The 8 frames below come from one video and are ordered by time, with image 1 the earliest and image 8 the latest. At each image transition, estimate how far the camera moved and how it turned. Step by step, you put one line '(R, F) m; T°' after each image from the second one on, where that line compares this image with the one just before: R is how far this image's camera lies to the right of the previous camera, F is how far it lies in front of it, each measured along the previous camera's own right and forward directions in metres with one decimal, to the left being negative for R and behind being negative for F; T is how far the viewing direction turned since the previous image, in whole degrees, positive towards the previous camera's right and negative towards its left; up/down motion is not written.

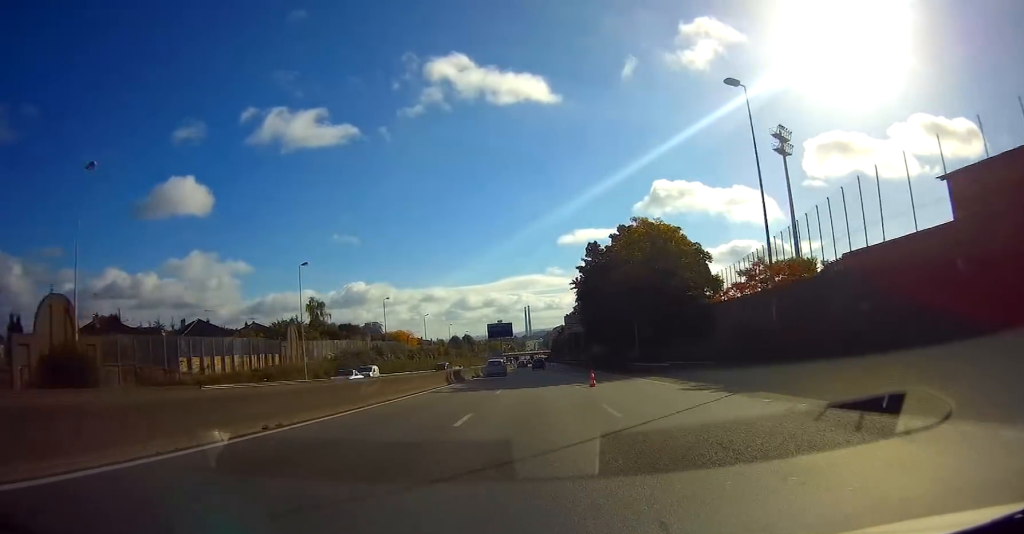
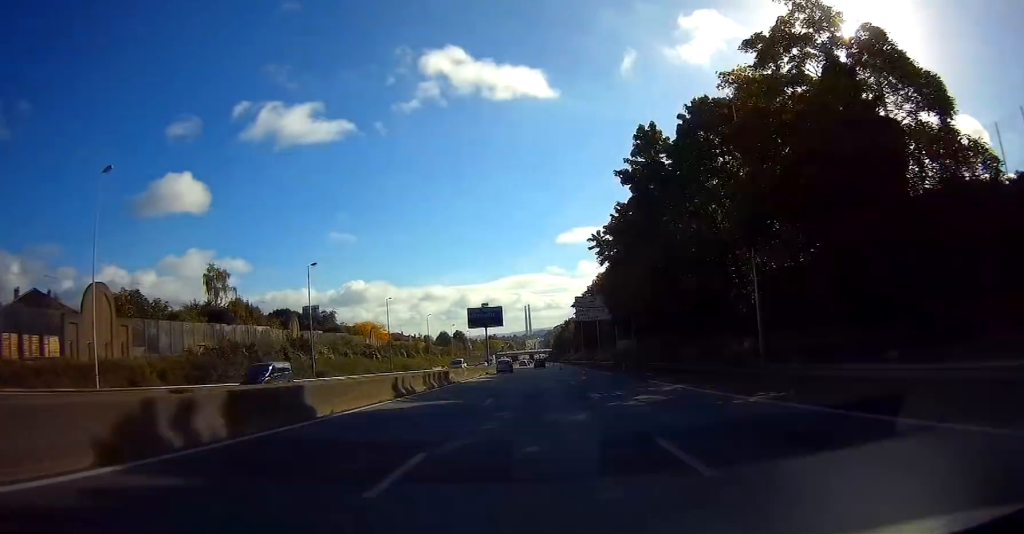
(+0.2, +33.5) m; 0°
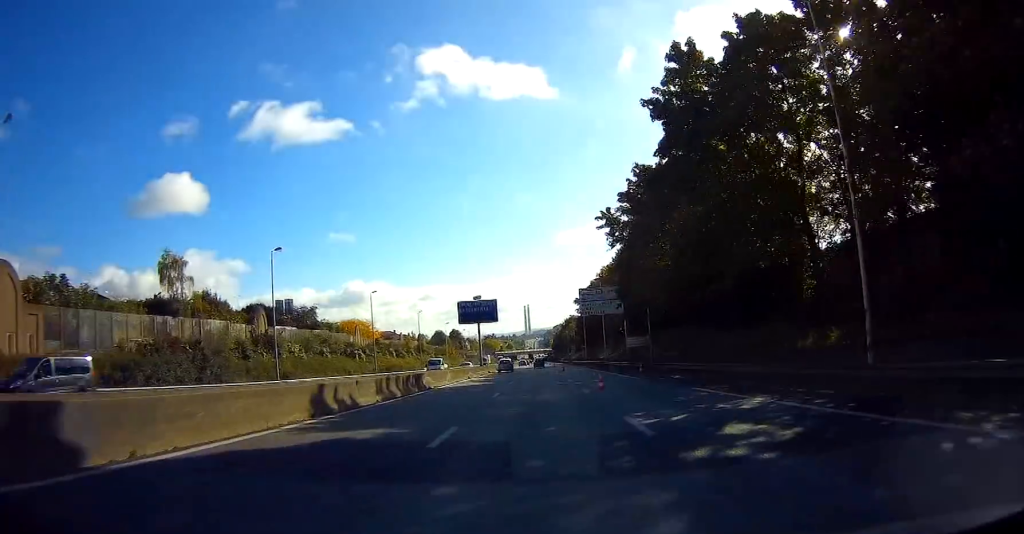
(-0.1, +9.5) m; -1°
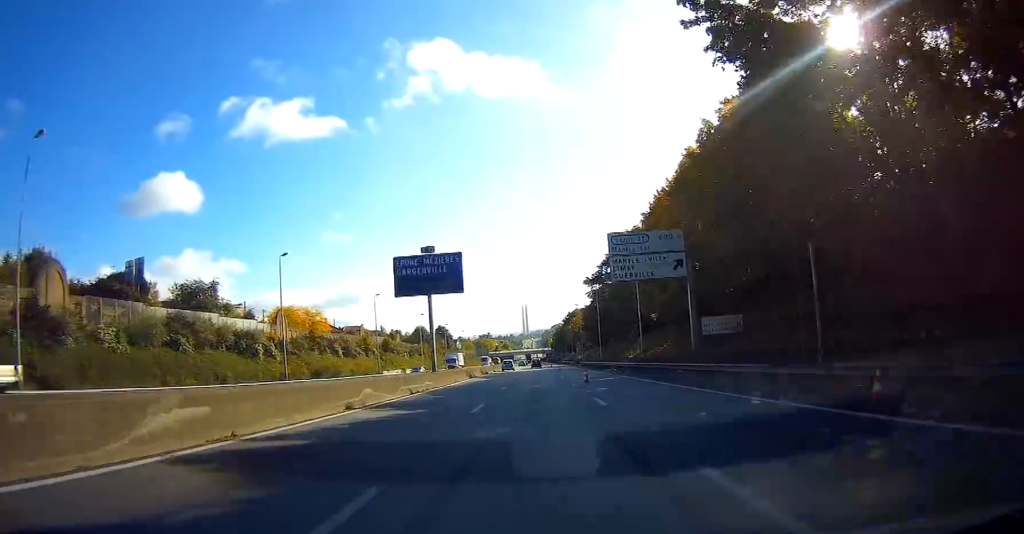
(-0.2, +32.8) m; 0°
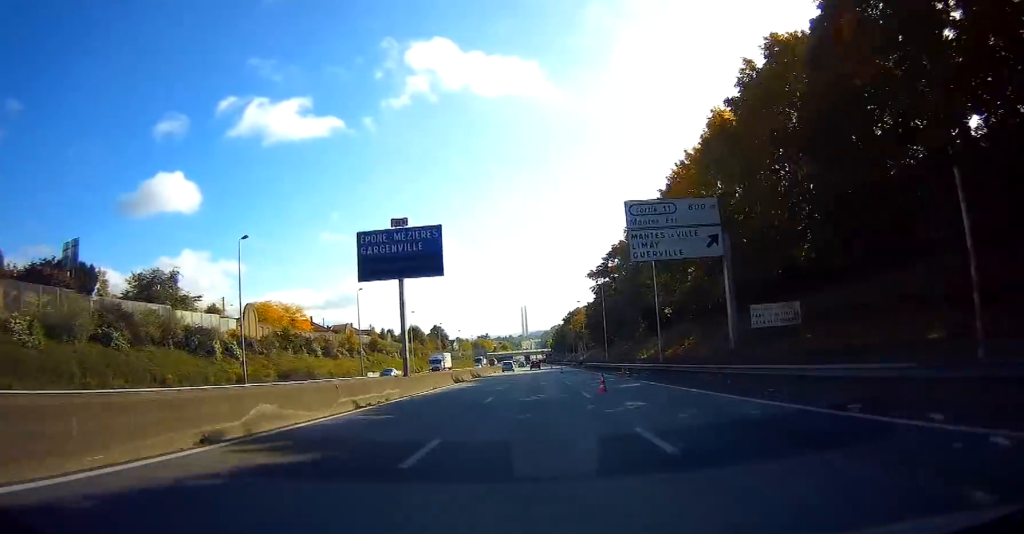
(0.0, +8.7) m; 0°
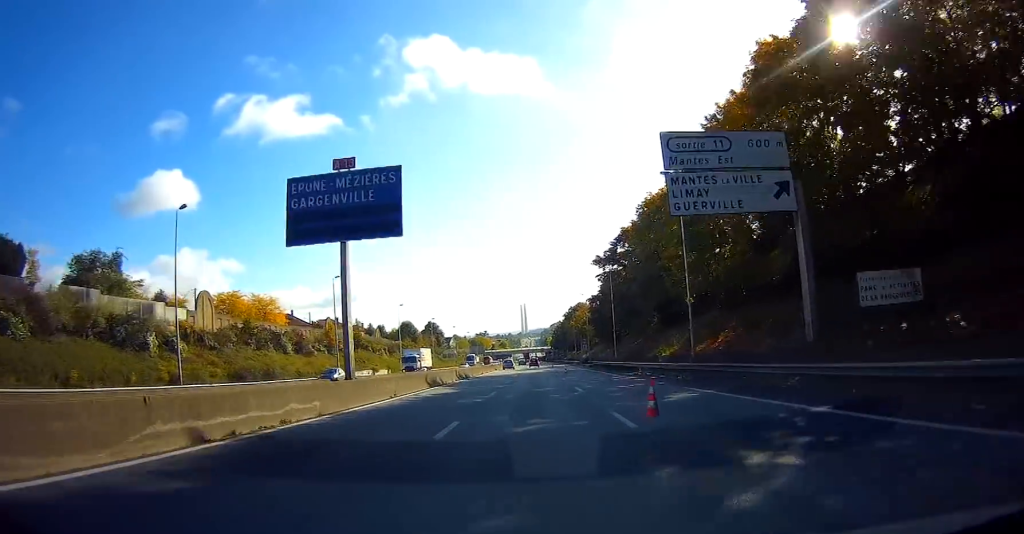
(0.0, +10.2) m; 0°
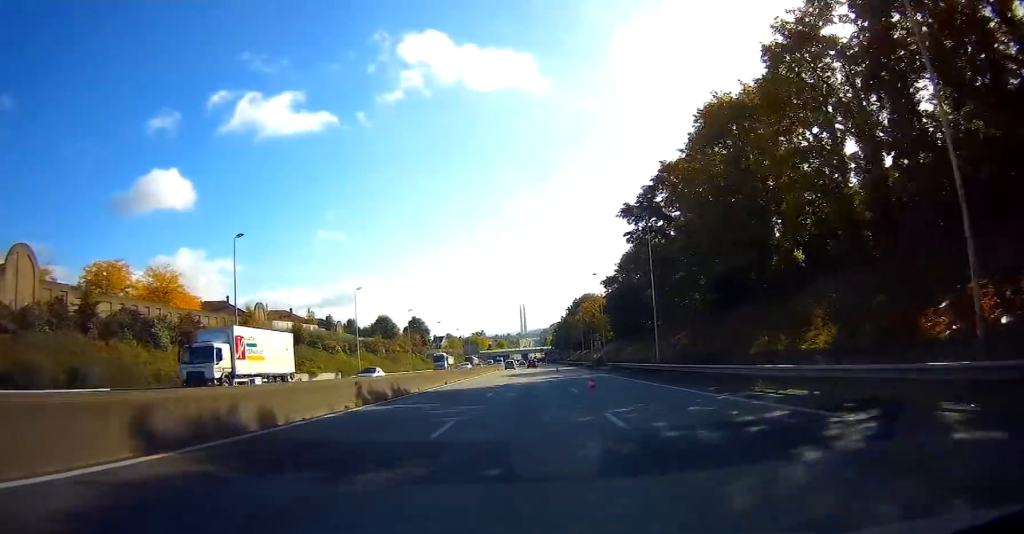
(+0.2, +26.2) m; +1°
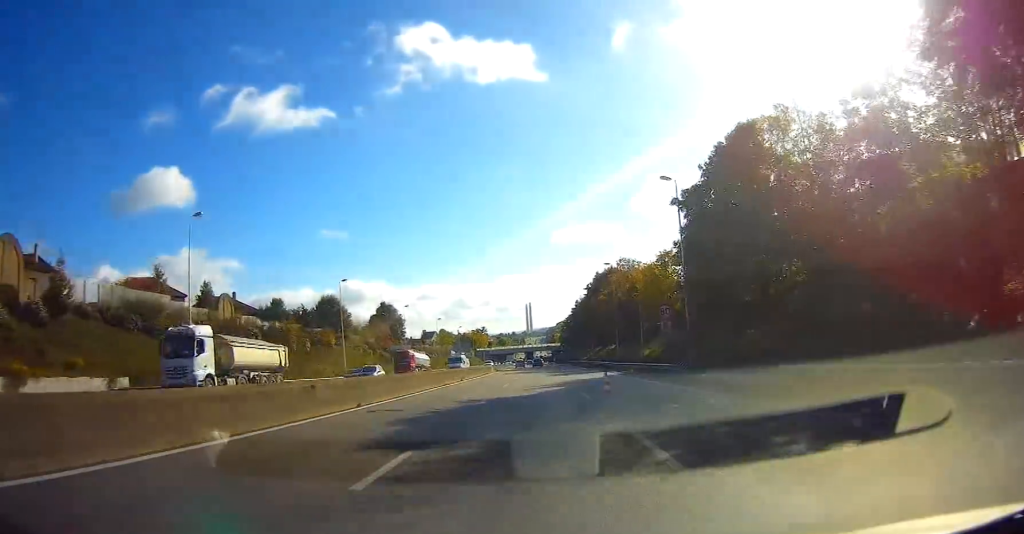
(-0.3, +44.5) m; -1°
